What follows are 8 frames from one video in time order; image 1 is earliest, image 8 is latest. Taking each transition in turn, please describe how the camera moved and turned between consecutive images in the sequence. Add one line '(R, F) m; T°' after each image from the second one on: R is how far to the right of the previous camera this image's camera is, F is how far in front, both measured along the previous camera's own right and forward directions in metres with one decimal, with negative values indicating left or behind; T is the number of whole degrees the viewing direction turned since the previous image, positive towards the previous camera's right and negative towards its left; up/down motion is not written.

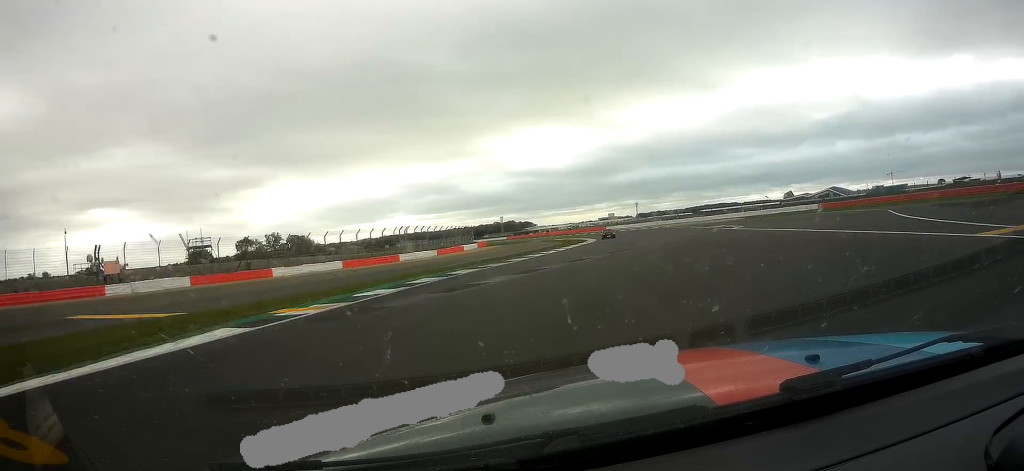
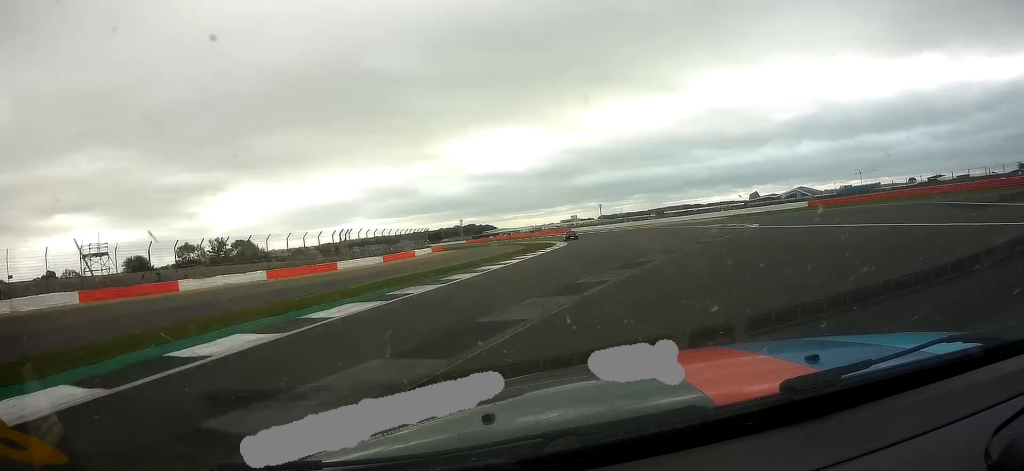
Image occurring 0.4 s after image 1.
(+0.3, +12.8) m; +5°
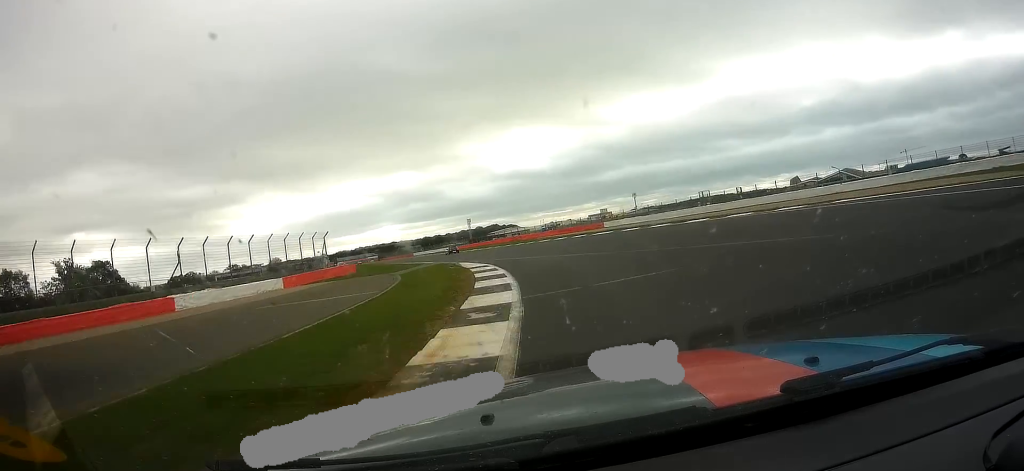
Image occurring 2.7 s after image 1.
(+4.0, +72.2) m; -1°
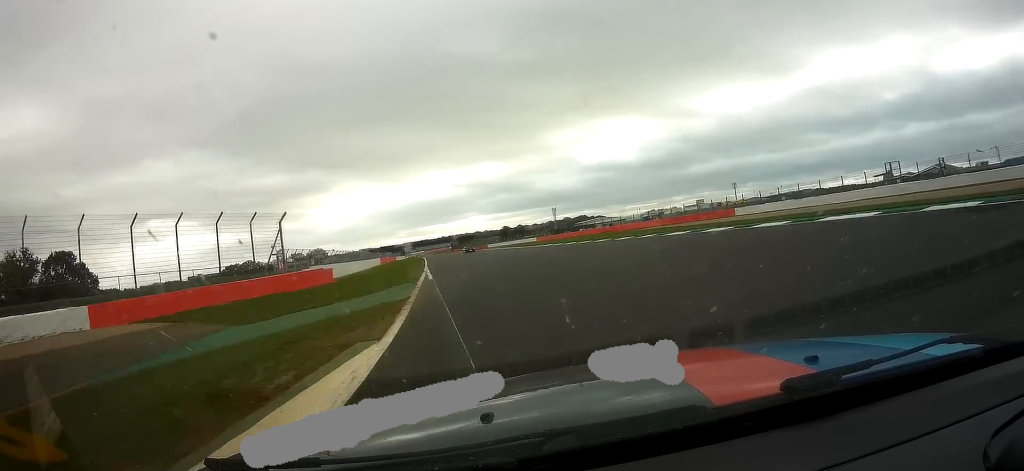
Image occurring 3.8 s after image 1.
(-2.2, +33.5) m; -8°
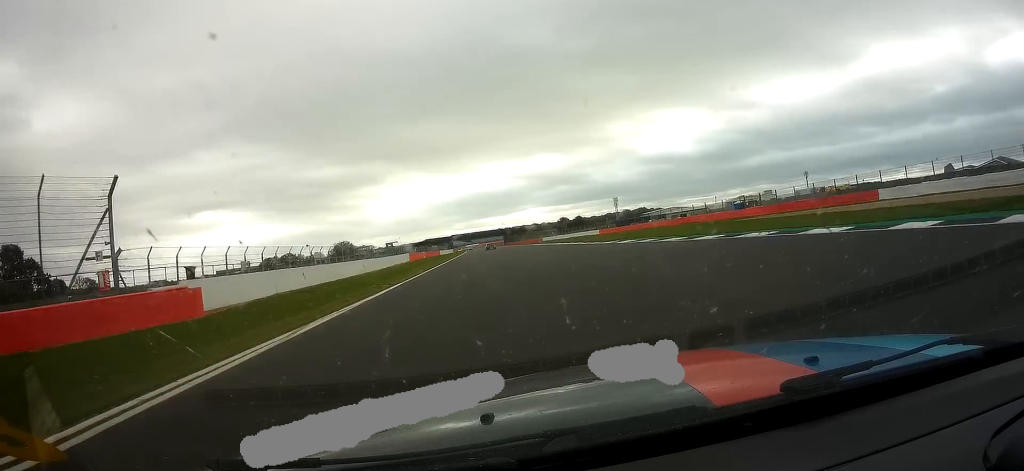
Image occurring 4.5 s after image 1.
(-1.1, +24.3) m; -6°
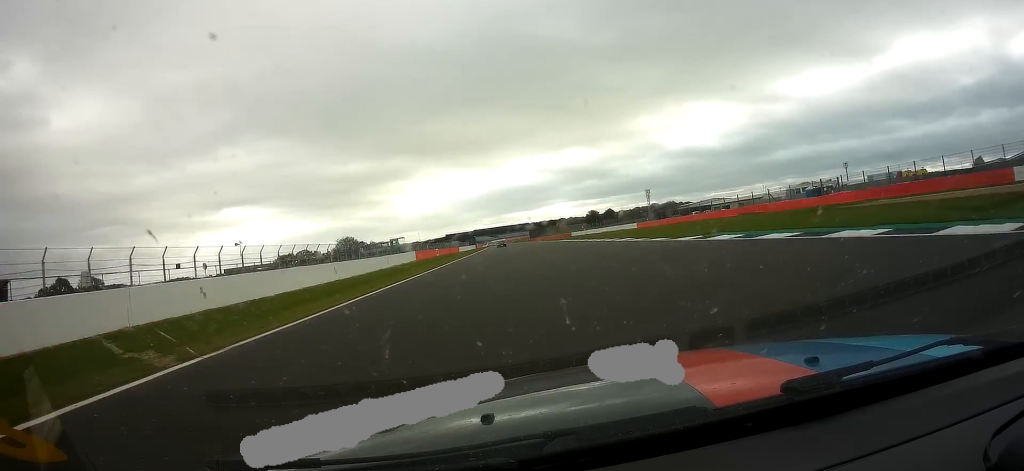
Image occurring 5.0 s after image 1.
(-1.0, +17.1) m; -3°
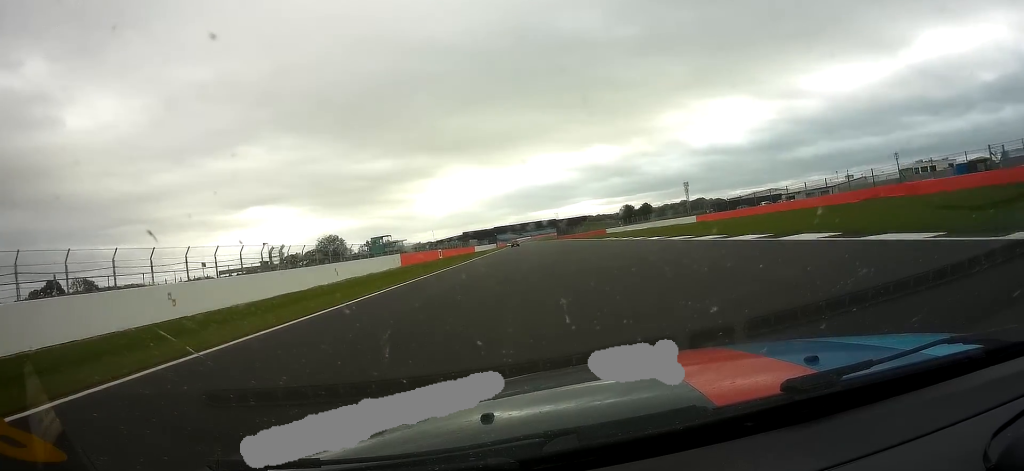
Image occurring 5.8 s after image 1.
(-1.1, +26.6) m; -4°
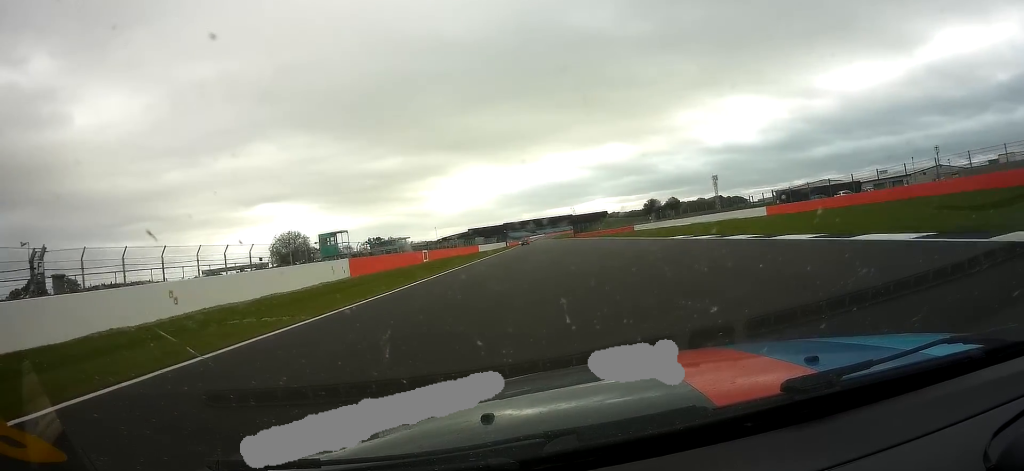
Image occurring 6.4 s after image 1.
(-0.4, +23.6) m; -2°
